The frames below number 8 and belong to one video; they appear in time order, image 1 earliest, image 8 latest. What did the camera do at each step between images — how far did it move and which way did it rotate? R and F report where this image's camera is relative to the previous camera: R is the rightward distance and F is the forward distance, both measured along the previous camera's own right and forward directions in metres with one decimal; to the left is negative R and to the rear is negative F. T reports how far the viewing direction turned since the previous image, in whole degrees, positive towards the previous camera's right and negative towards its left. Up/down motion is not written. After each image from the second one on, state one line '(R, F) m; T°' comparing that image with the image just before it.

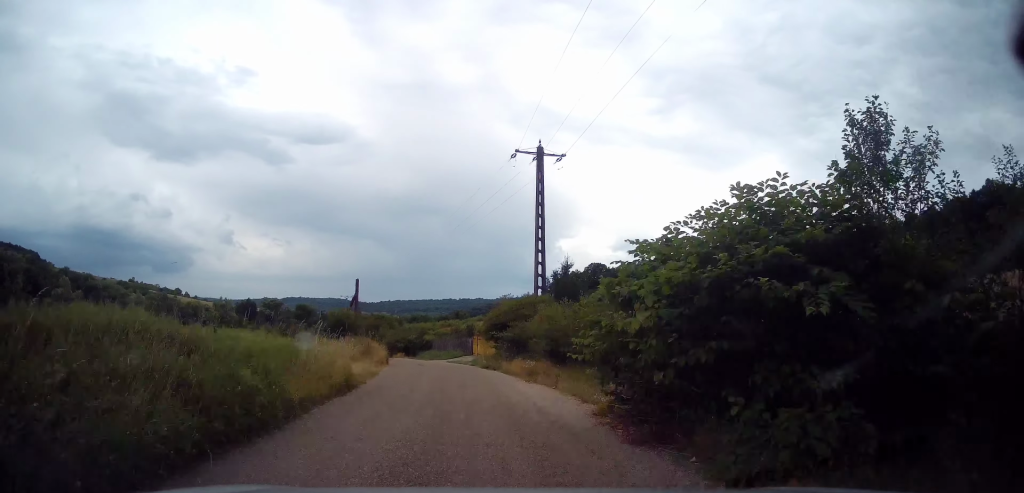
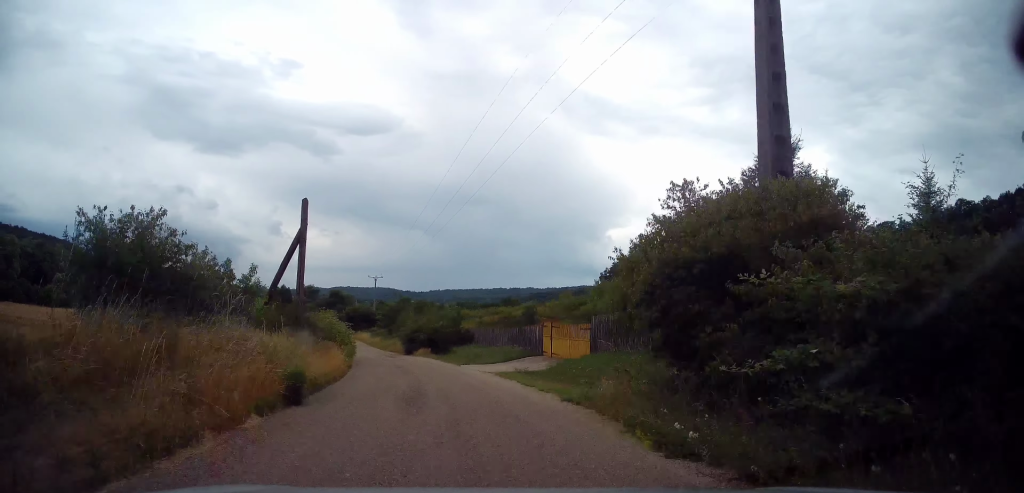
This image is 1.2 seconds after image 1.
(-0.7, +21.5) m; -7°
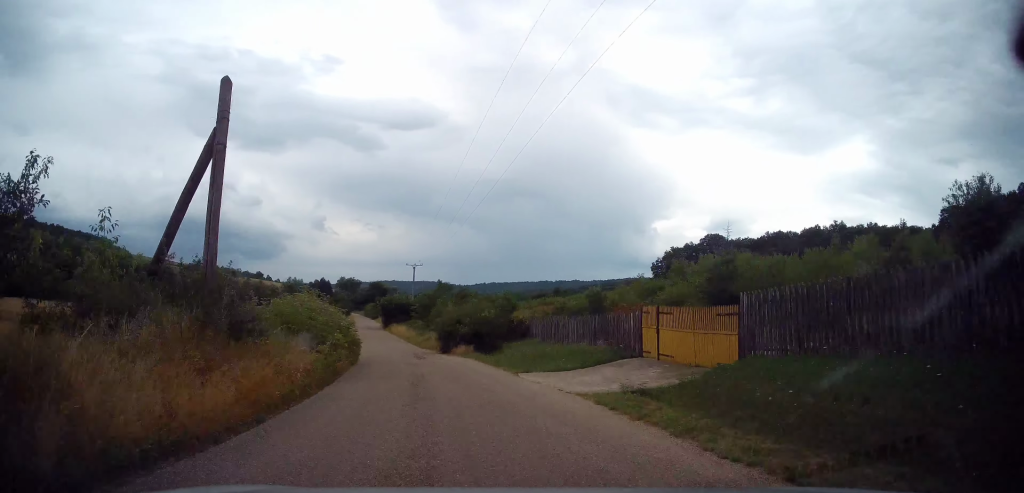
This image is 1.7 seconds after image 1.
(0.0, +9.6) m; -4°
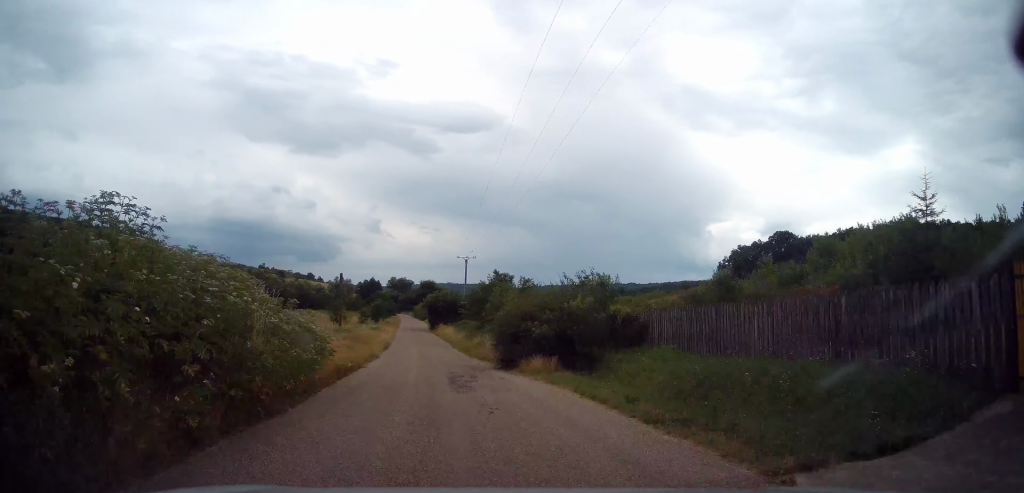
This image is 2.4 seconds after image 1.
(-1.0, +12.7) m; -5°
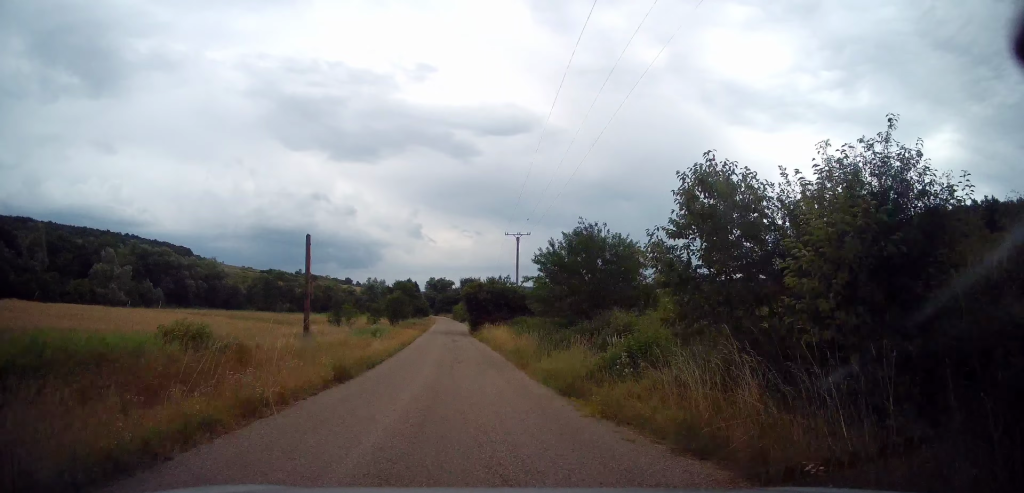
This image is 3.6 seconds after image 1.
(-1.1, +21.6) m; -4°
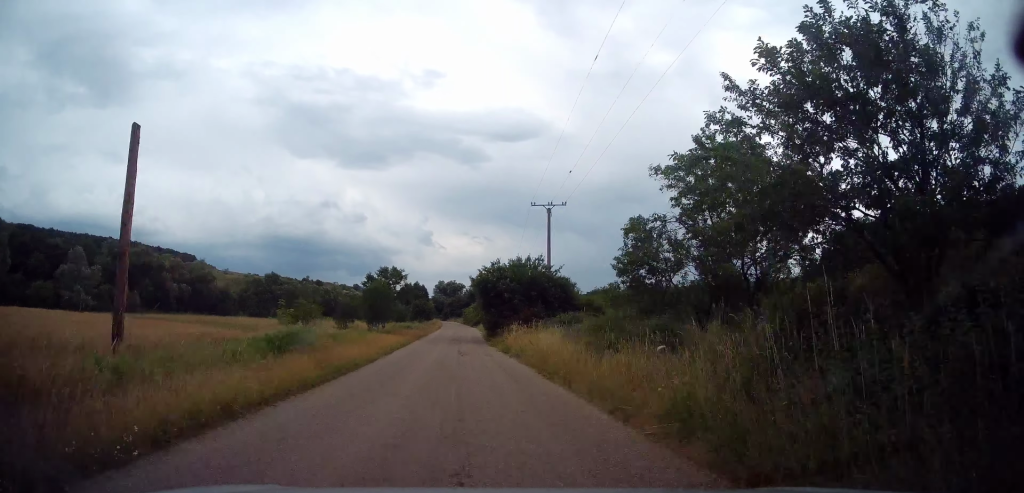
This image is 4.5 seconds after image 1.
(-0.3, +16.3) m; -1°
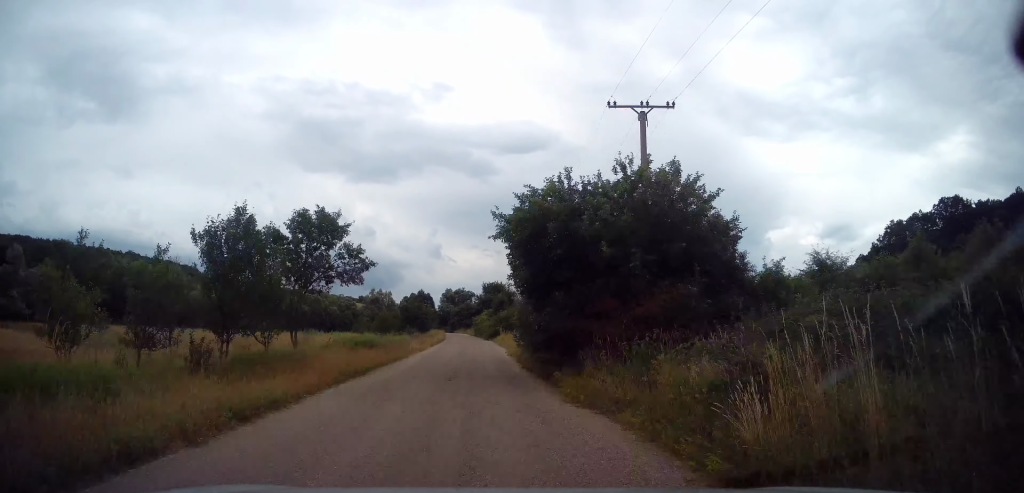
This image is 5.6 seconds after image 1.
(-0.1, +21.8) m; -1°
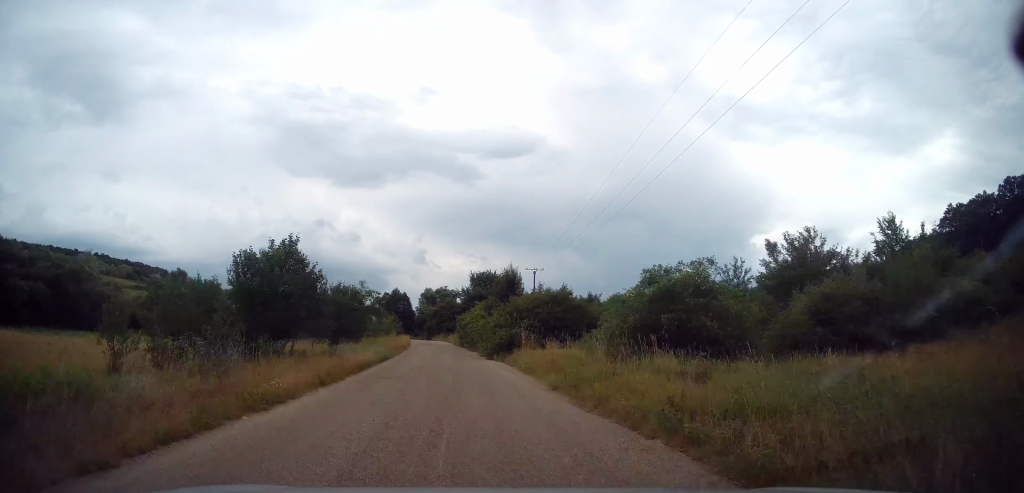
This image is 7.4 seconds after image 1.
(-0.2, +29.8) m; 0°
